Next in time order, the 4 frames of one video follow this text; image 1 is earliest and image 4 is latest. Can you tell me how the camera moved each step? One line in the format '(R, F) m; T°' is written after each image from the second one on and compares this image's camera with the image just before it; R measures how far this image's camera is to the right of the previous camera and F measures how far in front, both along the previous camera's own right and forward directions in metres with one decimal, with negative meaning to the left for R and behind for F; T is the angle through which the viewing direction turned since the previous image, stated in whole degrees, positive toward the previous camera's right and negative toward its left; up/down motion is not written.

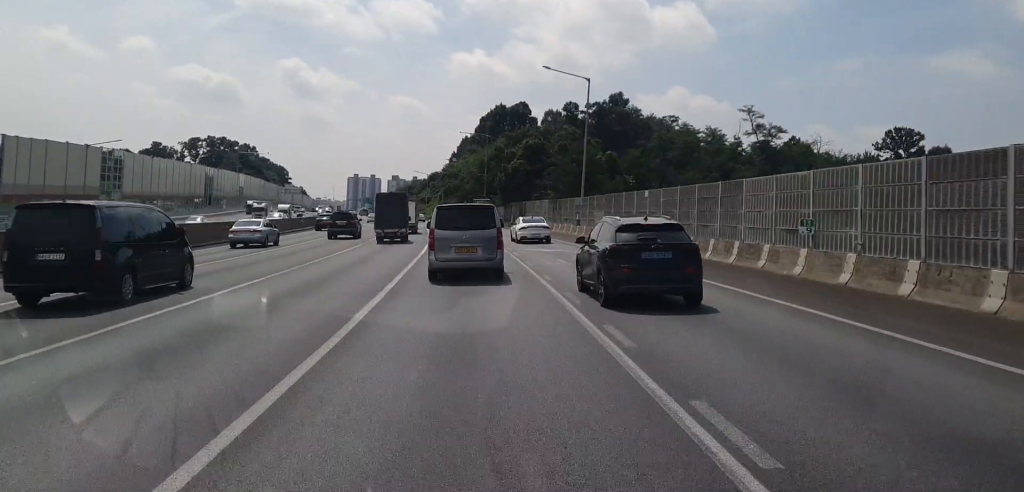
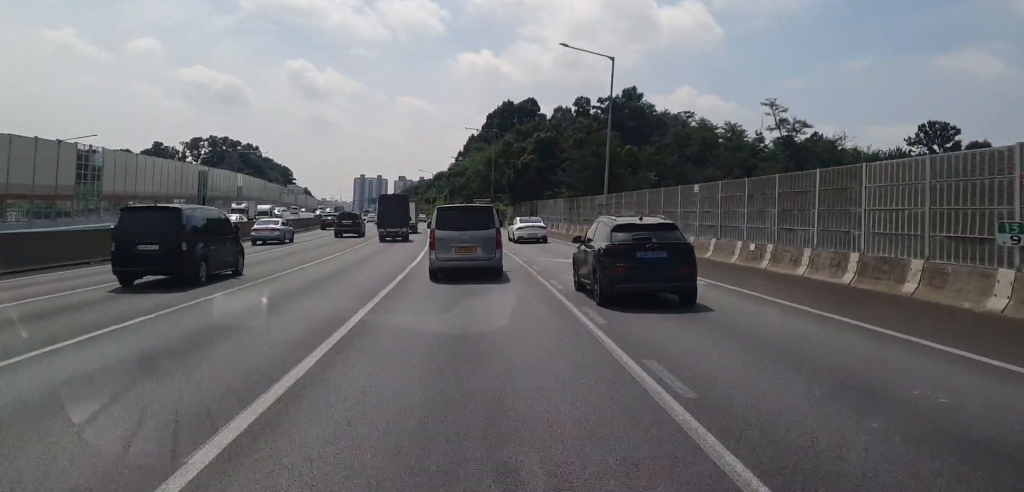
(-0.1, +7.5) m; -1°
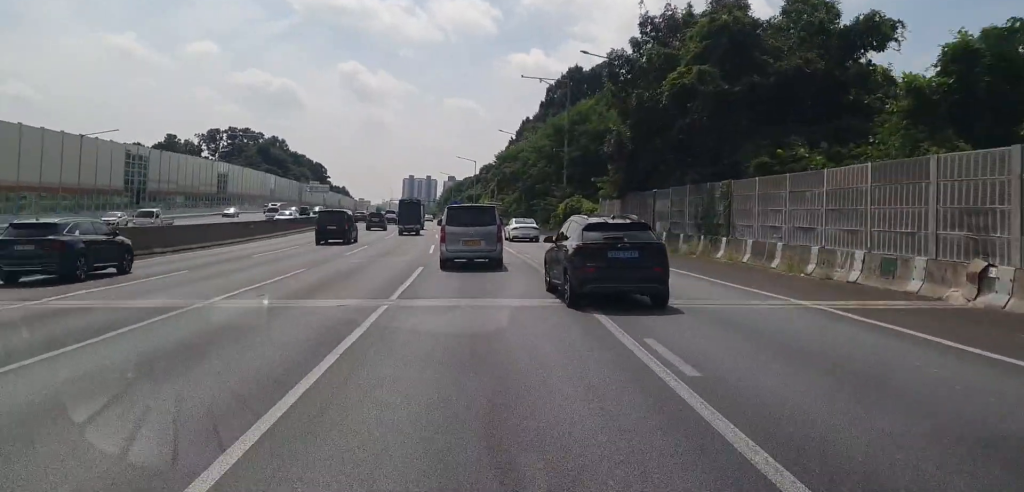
(-1.6, +49.0) m; -4°
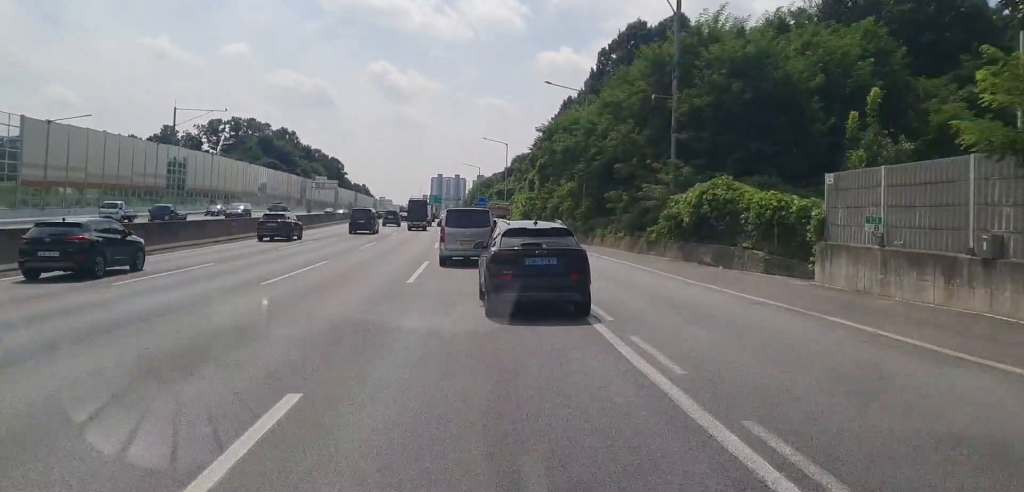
(+0.1, +35.1) m; -1°
